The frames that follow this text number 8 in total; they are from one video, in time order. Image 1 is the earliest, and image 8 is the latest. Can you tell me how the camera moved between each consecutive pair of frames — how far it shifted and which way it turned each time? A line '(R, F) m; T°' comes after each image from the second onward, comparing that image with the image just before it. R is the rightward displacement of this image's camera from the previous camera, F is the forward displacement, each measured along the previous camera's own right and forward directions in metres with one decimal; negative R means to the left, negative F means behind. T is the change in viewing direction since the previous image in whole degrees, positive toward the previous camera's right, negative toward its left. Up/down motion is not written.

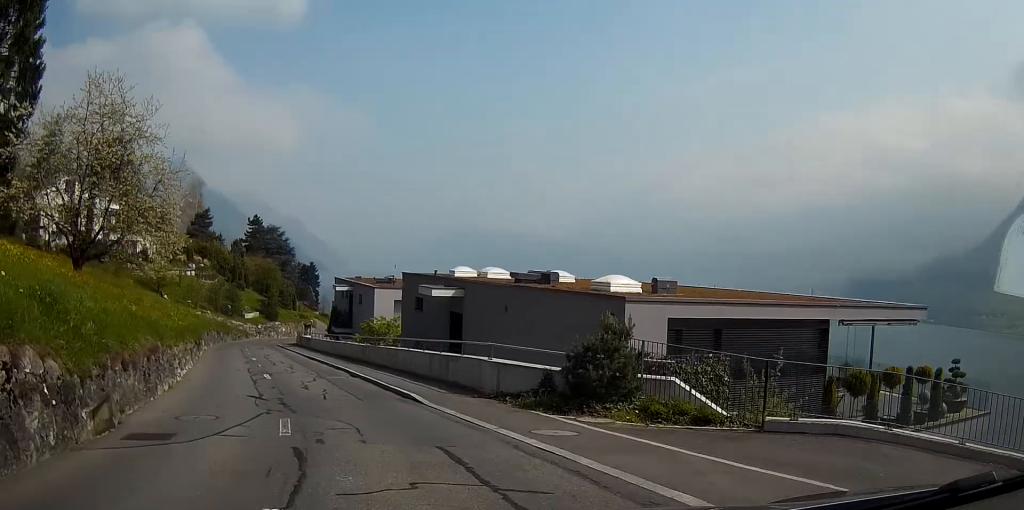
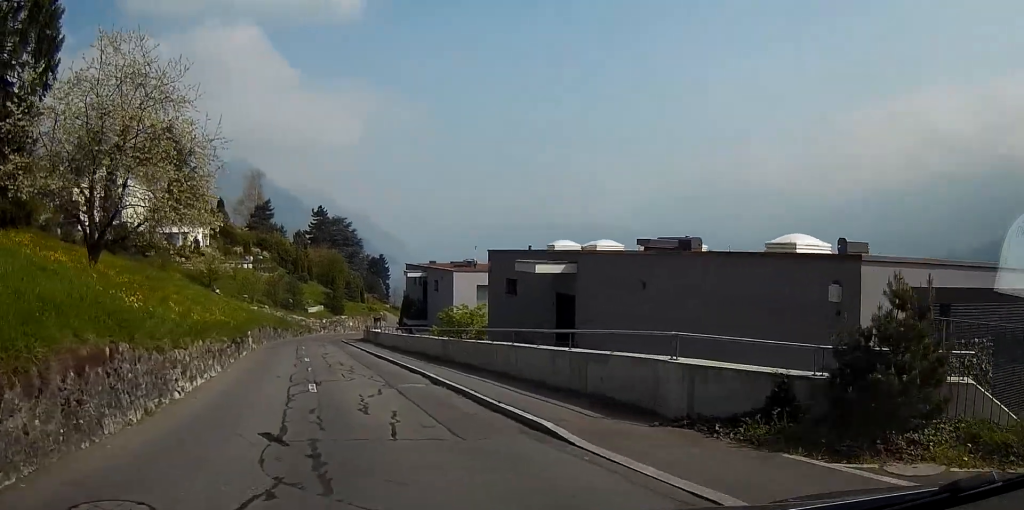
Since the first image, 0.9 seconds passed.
(-0.2, +6.0) m; -3°
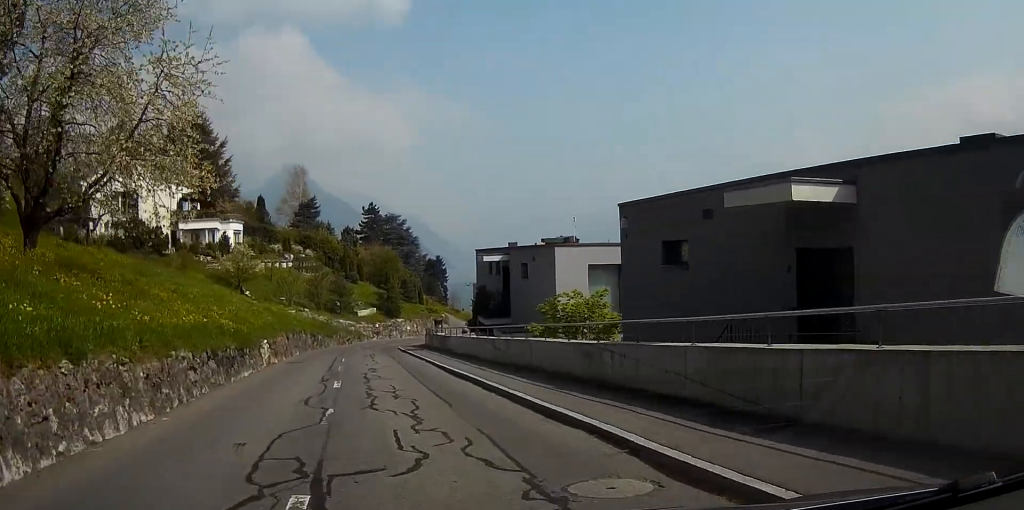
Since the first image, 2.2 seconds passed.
(-0.3, +11.0) m; -3°
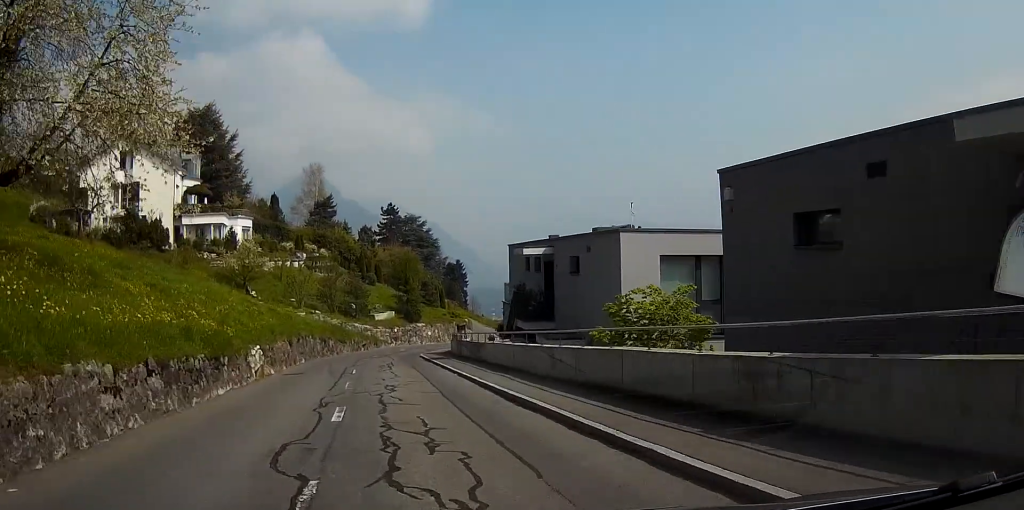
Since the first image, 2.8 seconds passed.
(-0.1, +5.3) m; -1°
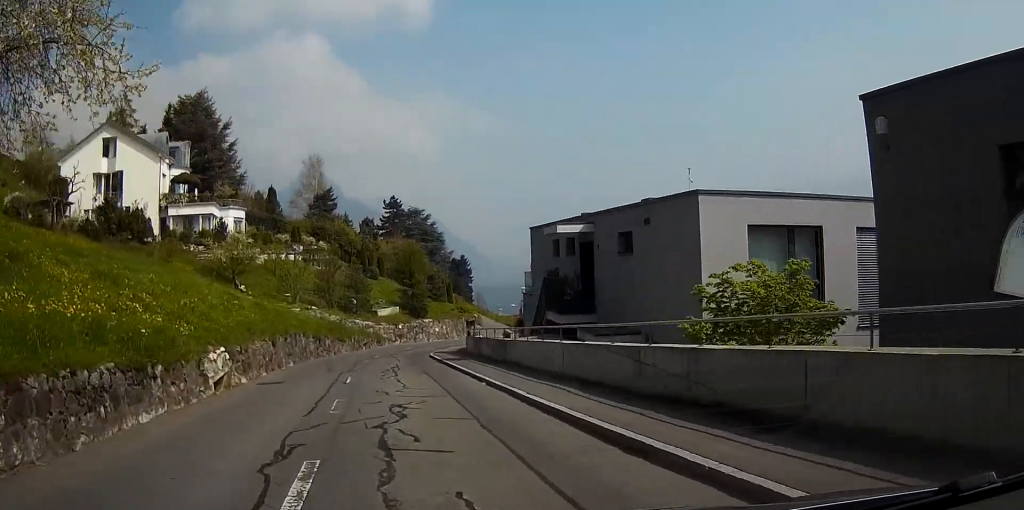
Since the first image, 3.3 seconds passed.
(0.0, +5.3) m; 0°
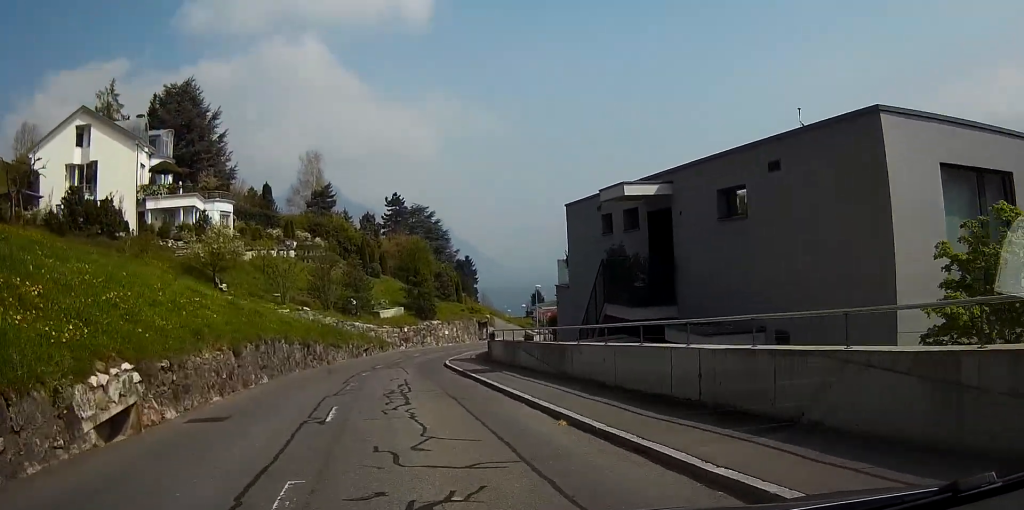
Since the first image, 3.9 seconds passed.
(0.0, +6.4) m; 0°
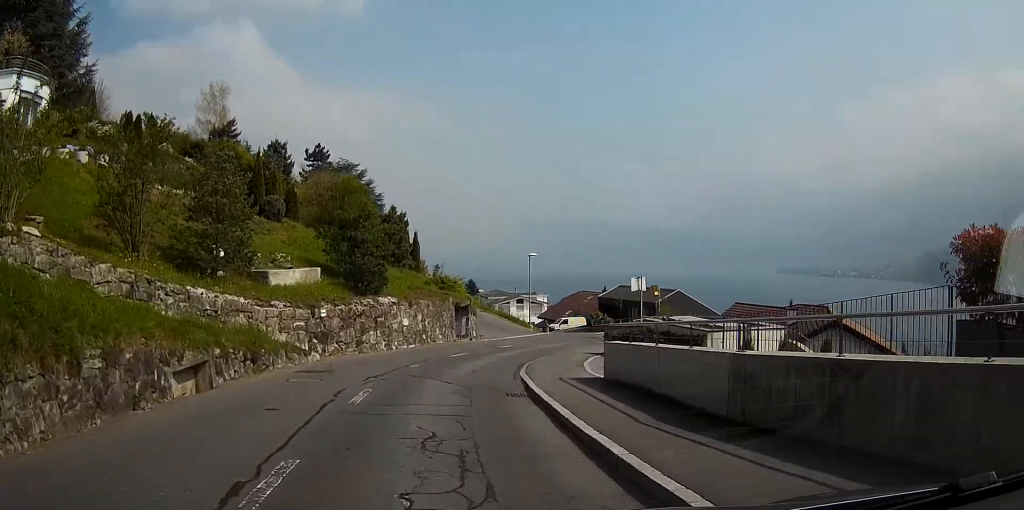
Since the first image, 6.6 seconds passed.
(+0.5, +29.7) m; +4°
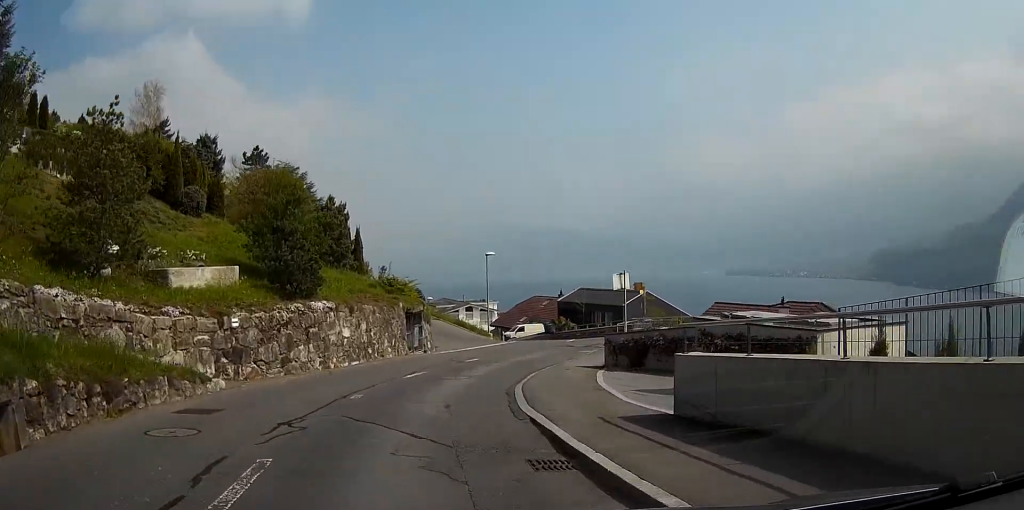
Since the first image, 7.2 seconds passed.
(+0.1, +6.0) m; +3°
